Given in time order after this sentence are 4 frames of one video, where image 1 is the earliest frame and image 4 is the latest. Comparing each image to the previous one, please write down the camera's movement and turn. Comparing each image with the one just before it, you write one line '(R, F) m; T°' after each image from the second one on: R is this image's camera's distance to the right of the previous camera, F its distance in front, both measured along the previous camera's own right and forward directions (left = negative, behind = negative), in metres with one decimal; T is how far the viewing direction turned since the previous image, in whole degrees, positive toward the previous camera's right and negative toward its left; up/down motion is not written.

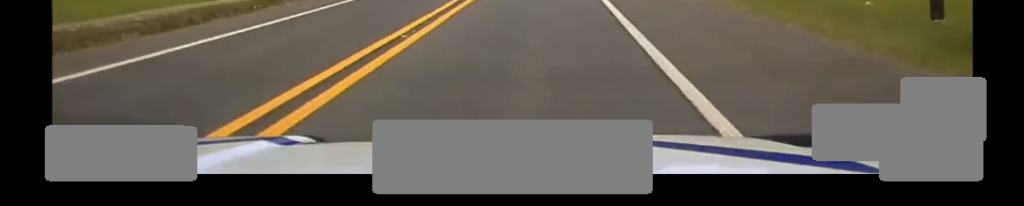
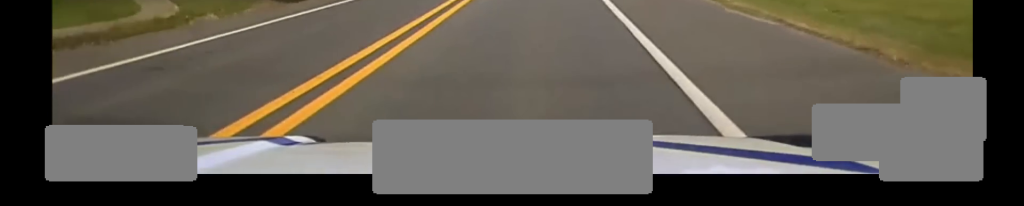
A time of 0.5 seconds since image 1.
(+0.2, +13.8) m; 0°
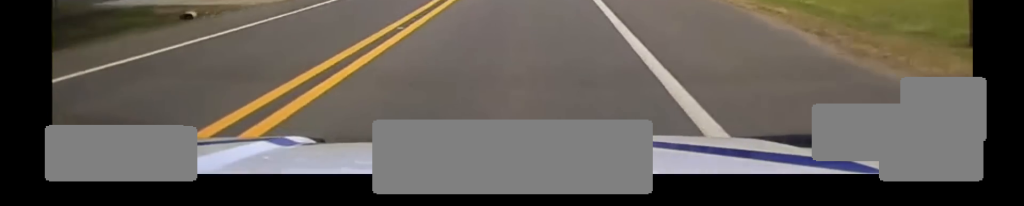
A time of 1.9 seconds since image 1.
(+0.2, +32.6) m; 0°
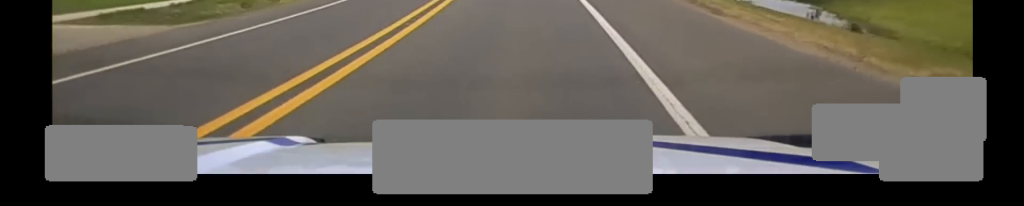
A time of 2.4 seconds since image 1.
(0.0, +12.5) m; -1°
